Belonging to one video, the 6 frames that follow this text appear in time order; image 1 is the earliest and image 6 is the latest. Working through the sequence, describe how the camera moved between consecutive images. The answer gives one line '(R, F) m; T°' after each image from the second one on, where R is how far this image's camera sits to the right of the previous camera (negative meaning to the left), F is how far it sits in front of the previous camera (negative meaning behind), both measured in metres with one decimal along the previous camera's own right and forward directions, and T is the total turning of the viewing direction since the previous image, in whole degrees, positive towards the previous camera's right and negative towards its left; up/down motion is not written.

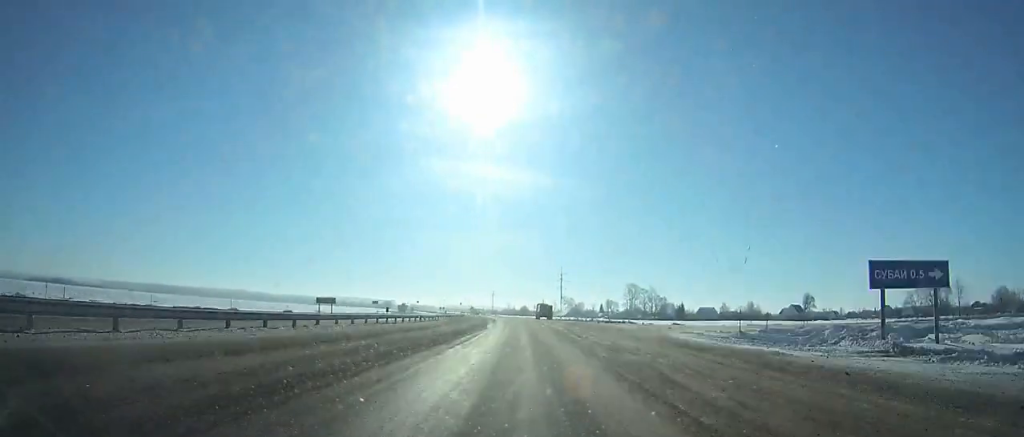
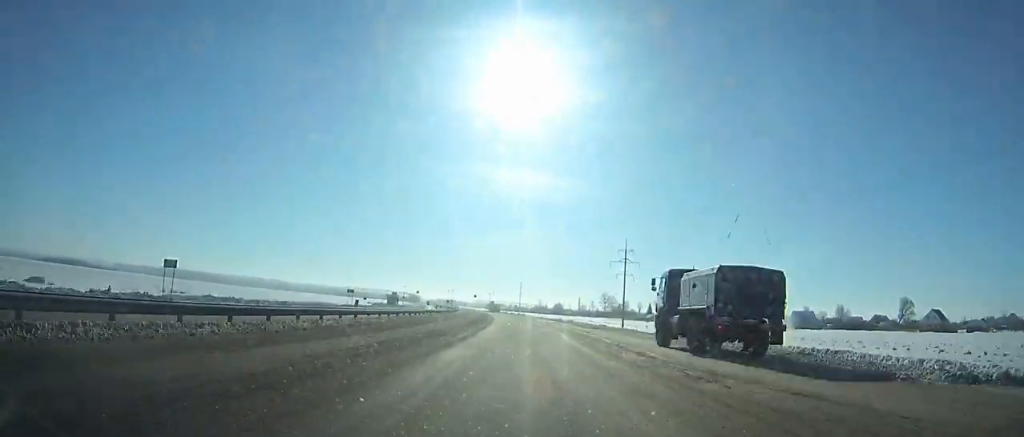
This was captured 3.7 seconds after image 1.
(-2.1, +90.1) m; -4°
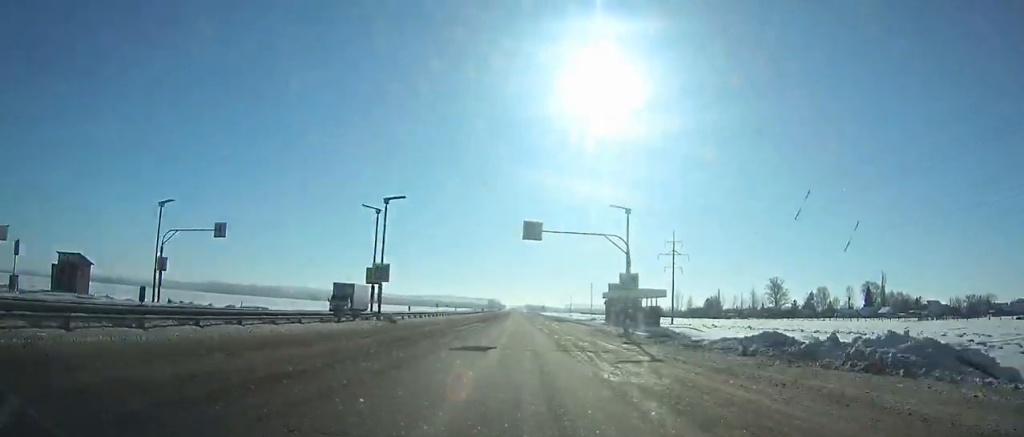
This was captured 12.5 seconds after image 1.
(-17.6, +223.1) m; -8°
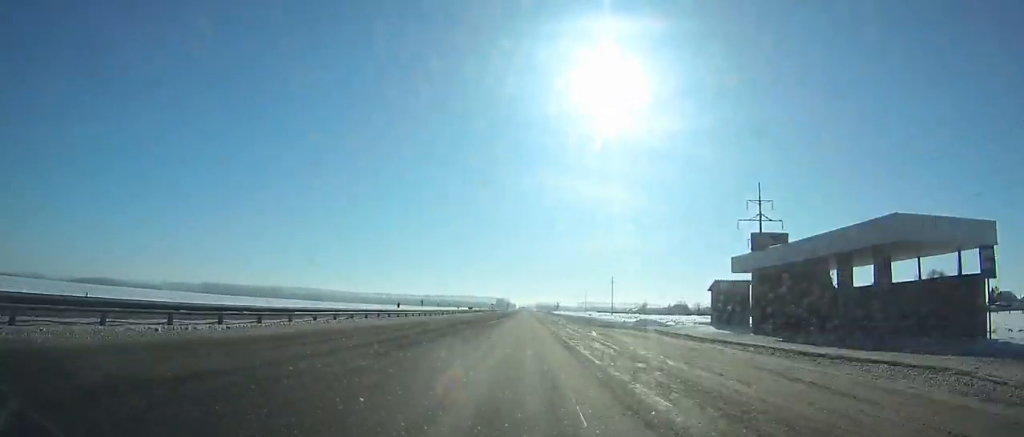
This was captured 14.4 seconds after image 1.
(-0.5, +47.2) m; -1°
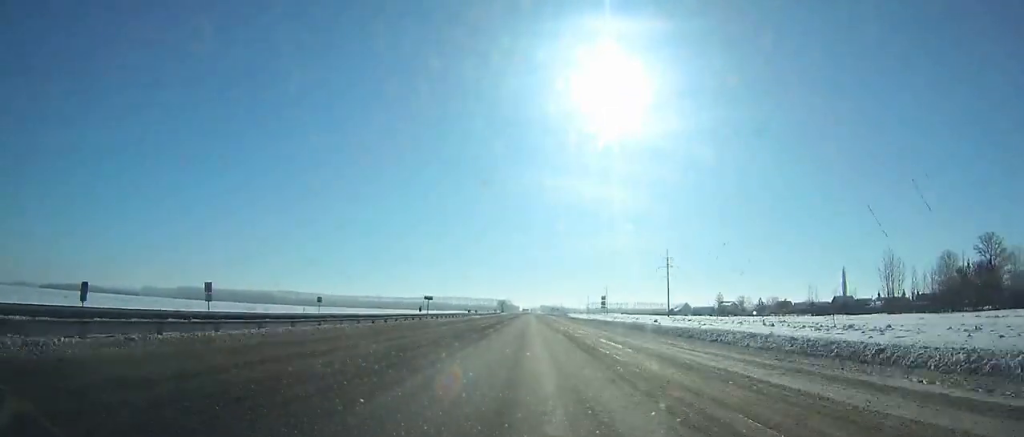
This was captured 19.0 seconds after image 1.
(-1.0, +112.3) m; -1°
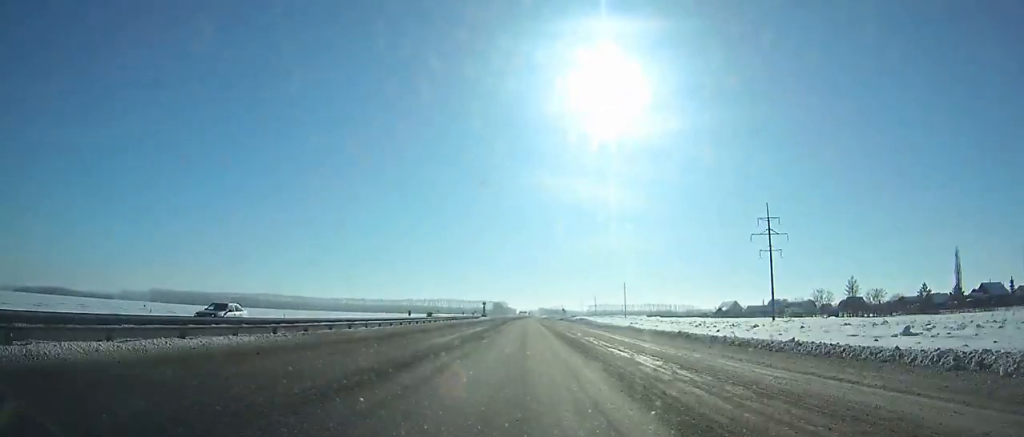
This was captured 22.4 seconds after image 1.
(+0.4, +78.7) m; 0°
